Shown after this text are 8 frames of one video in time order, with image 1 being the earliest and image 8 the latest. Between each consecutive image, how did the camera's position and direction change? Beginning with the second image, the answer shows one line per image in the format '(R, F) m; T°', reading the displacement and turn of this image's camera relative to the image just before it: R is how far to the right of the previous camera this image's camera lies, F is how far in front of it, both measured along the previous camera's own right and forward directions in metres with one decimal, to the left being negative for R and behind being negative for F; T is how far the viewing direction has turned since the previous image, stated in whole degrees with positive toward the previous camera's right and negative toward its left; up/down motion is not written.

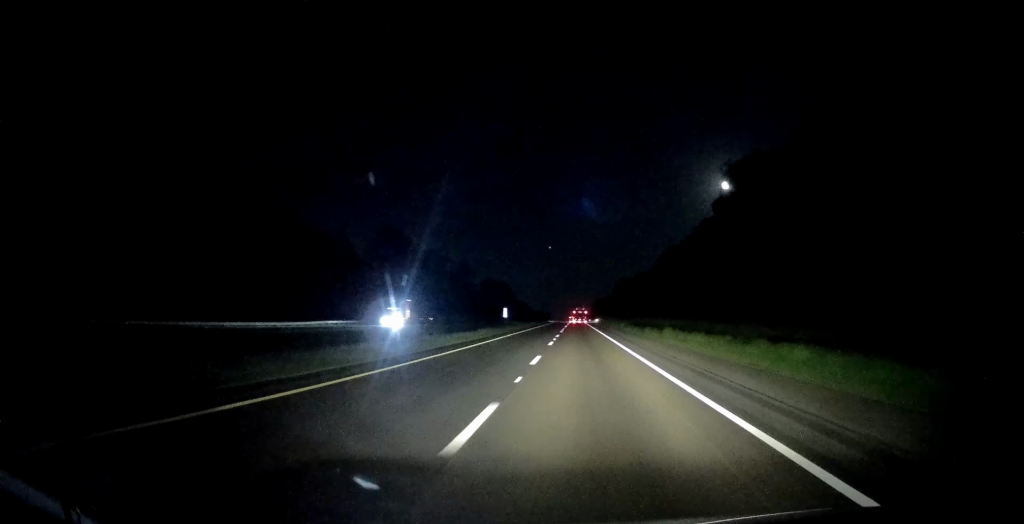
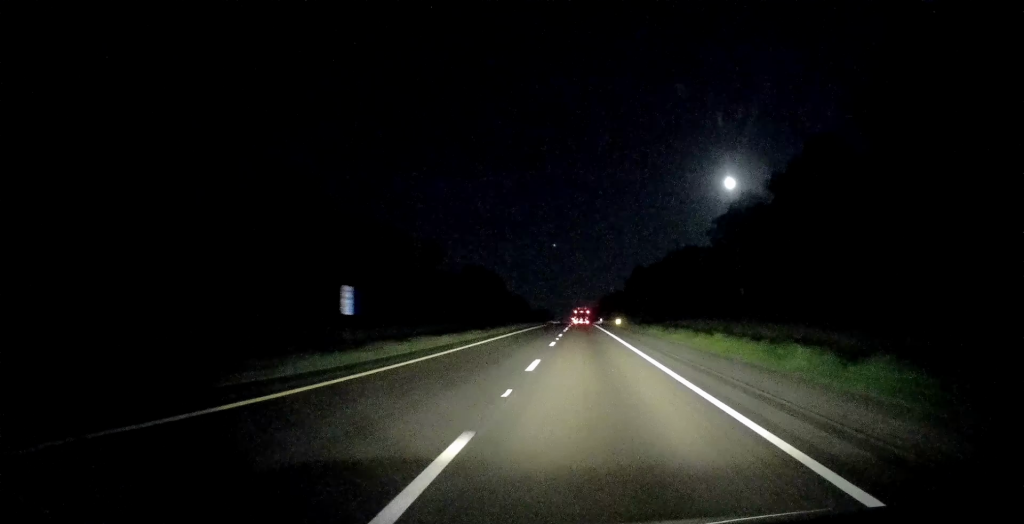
(0.0, +74.9) m; 0°
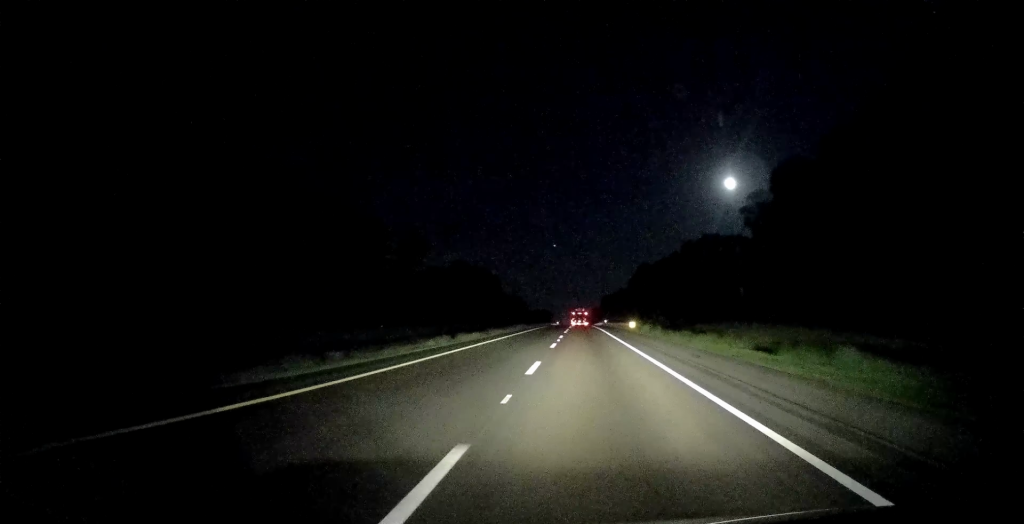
(0.0, +25.3) m; 0°
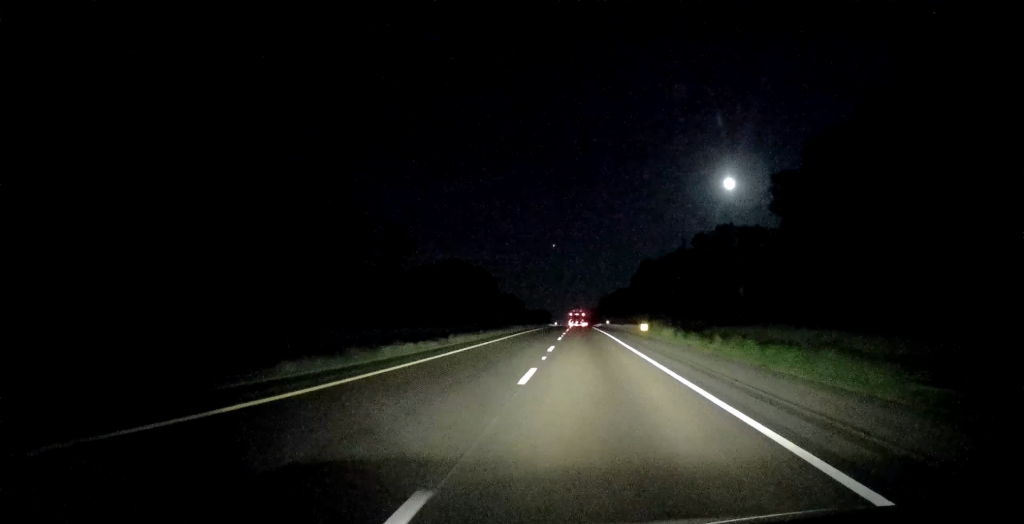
(0.0, +14.2) m; 0°
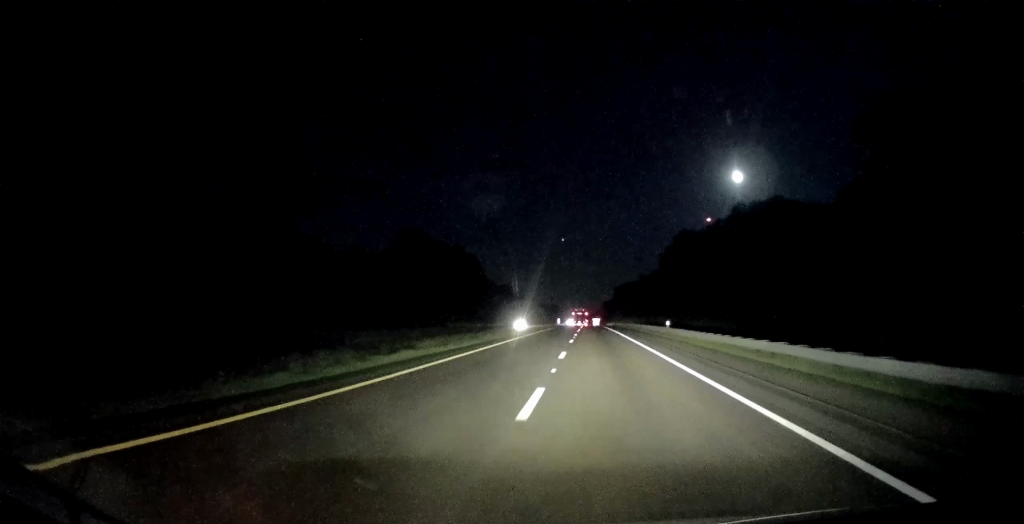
(-0.6, +79.4) m; 0°
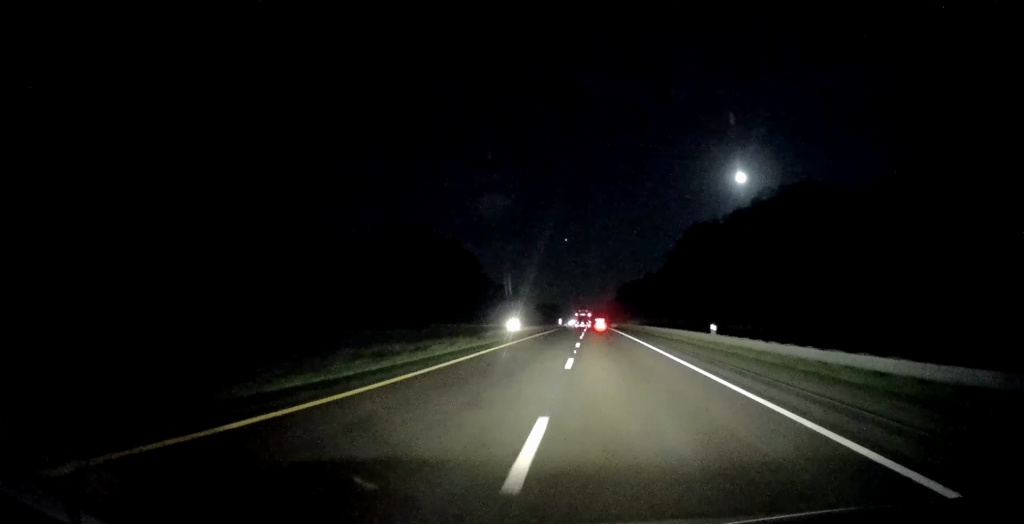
(+0.1, +15.7) m; 0°
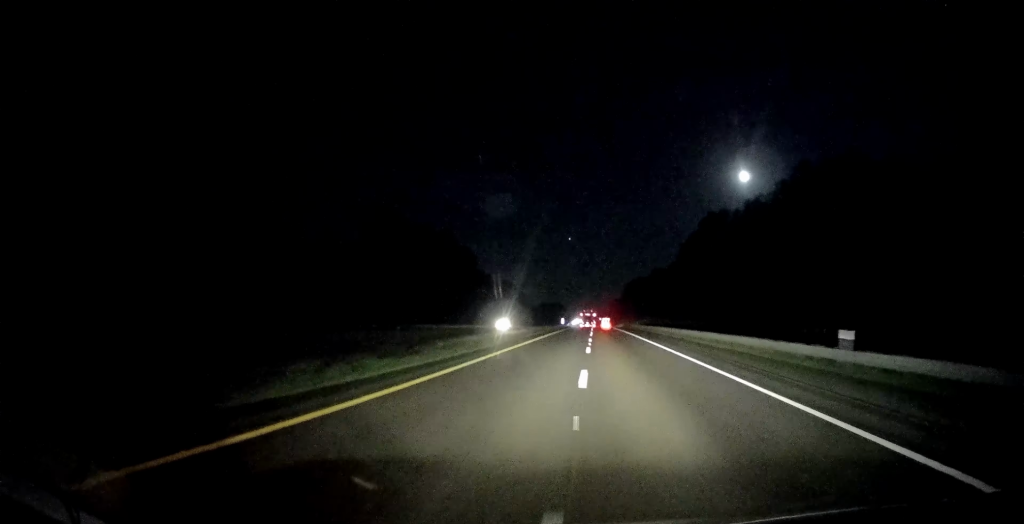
(0.0, +16.7) m; -1°
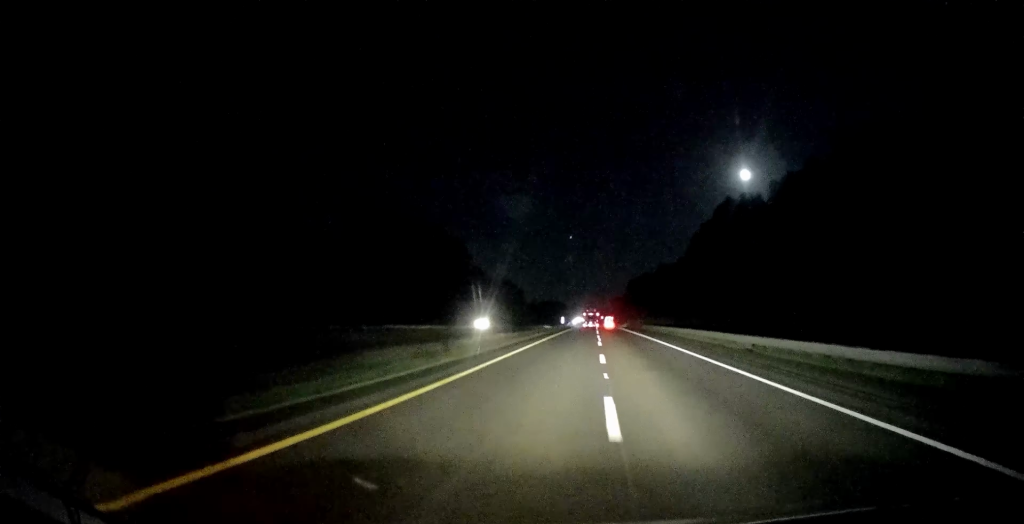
(-0.1, +17.6) m; 0°
